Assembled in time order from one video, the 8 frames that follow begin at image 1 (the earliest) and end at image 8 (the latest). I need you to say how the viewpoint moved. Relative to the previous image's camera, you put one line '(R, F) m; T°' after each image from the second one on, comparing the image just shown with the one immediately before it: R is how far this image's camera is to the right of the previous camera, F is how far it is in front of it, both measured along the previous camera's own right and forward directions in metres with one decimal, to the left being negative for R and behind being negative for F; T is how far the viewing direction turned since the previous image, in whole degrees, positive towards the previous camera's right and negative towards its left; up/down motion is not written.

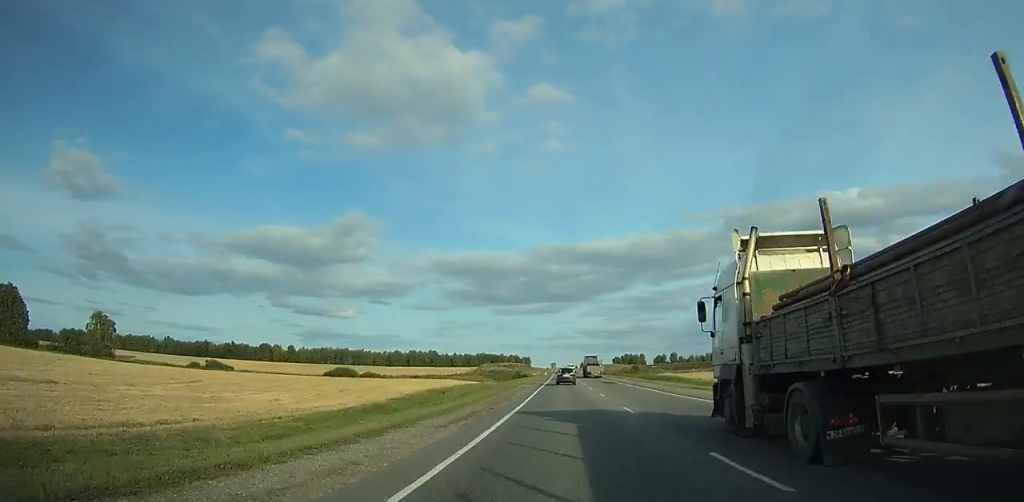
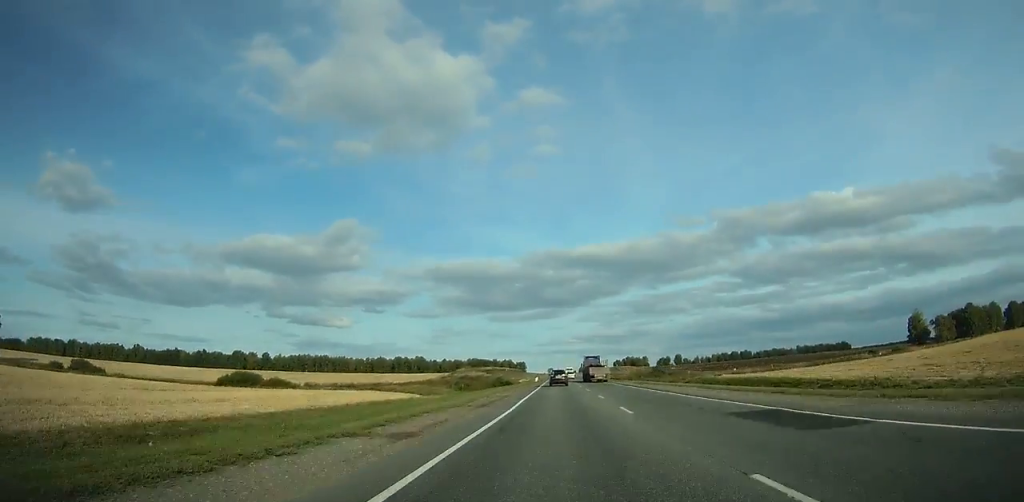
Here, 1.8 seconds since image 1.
(+0.2, +49.4) m; 0°
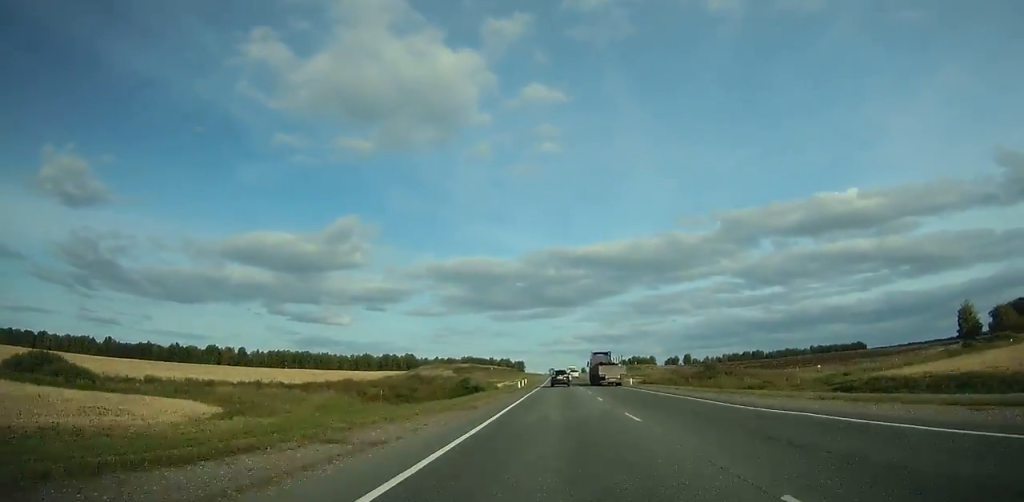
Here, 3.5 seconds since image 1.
(+0.1, +48.3) m; 0°
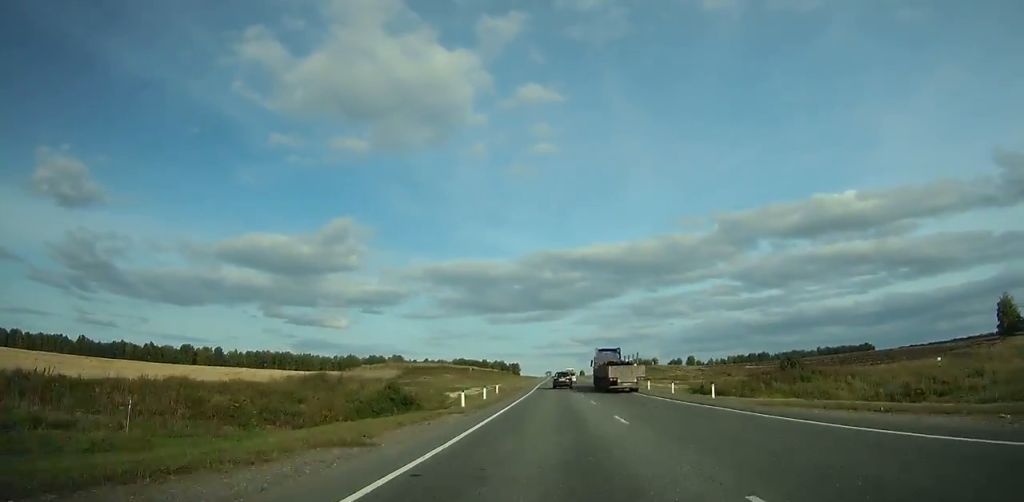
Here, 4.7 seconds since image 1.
(0.0, +34.9) m; 0°
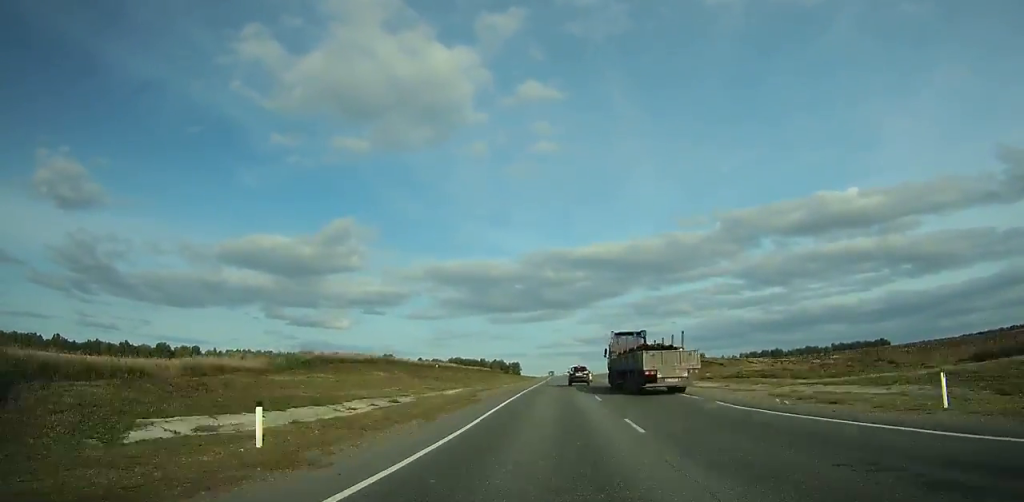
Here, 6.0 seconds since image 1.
(0.0, +38.3) m; 0°
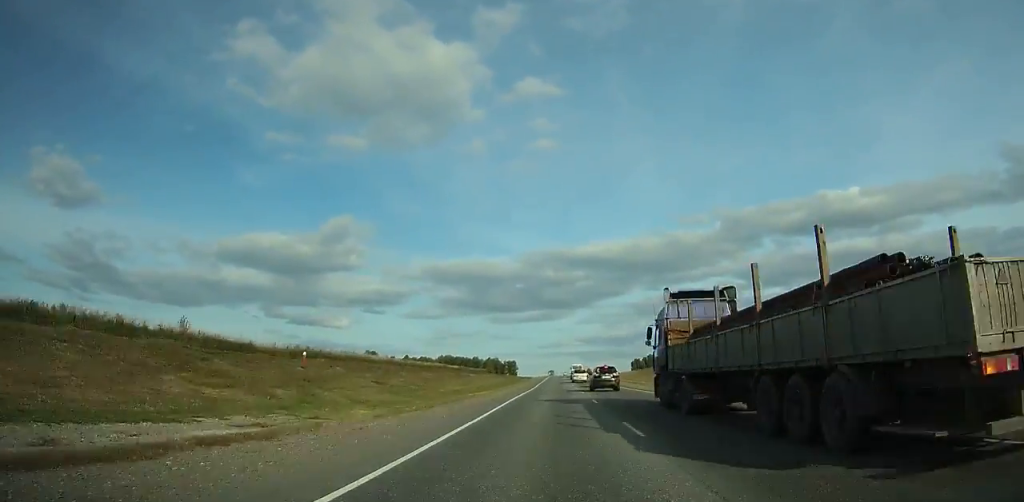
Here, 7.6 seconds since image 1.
(0.0, +48.0) m; 0°
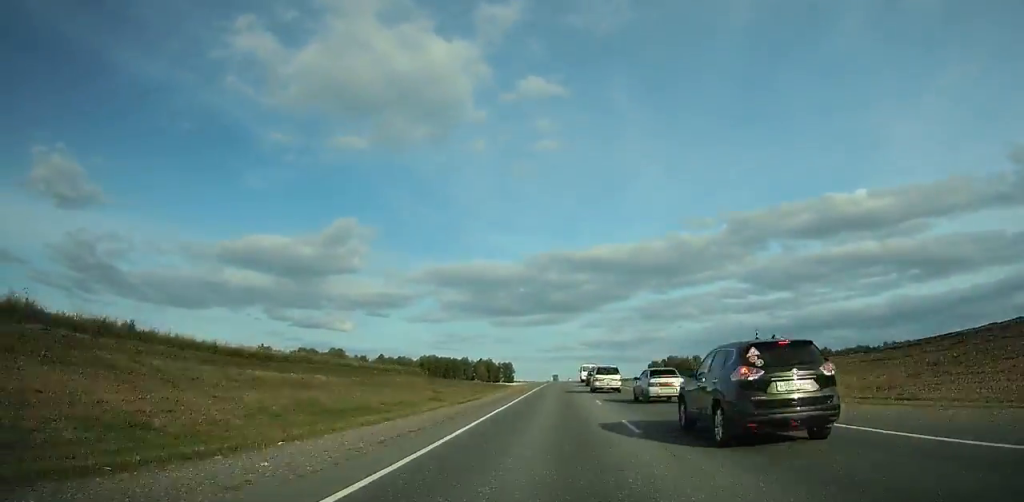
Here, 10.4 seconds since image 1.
(-0.1, +85.4) m; 0°
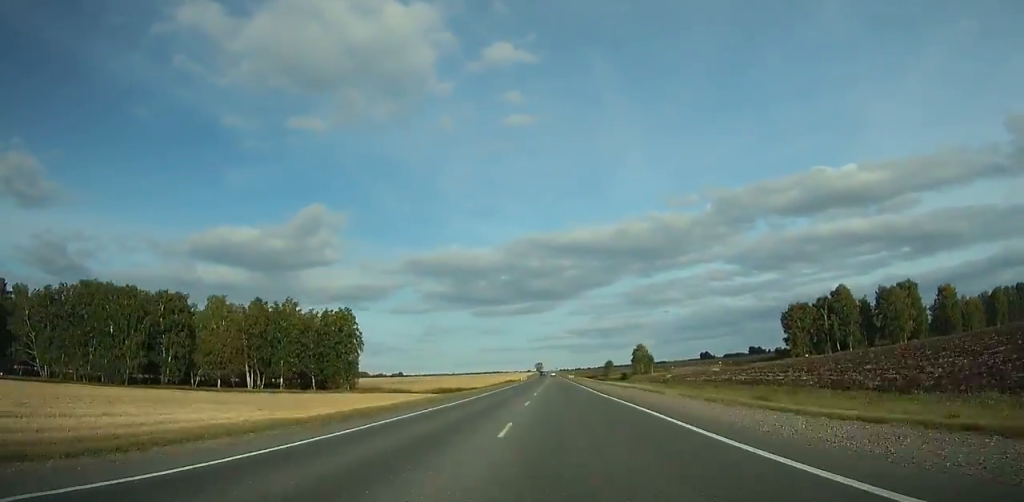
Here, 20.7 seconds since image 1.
(+2.4, +322.9) m; +1°
